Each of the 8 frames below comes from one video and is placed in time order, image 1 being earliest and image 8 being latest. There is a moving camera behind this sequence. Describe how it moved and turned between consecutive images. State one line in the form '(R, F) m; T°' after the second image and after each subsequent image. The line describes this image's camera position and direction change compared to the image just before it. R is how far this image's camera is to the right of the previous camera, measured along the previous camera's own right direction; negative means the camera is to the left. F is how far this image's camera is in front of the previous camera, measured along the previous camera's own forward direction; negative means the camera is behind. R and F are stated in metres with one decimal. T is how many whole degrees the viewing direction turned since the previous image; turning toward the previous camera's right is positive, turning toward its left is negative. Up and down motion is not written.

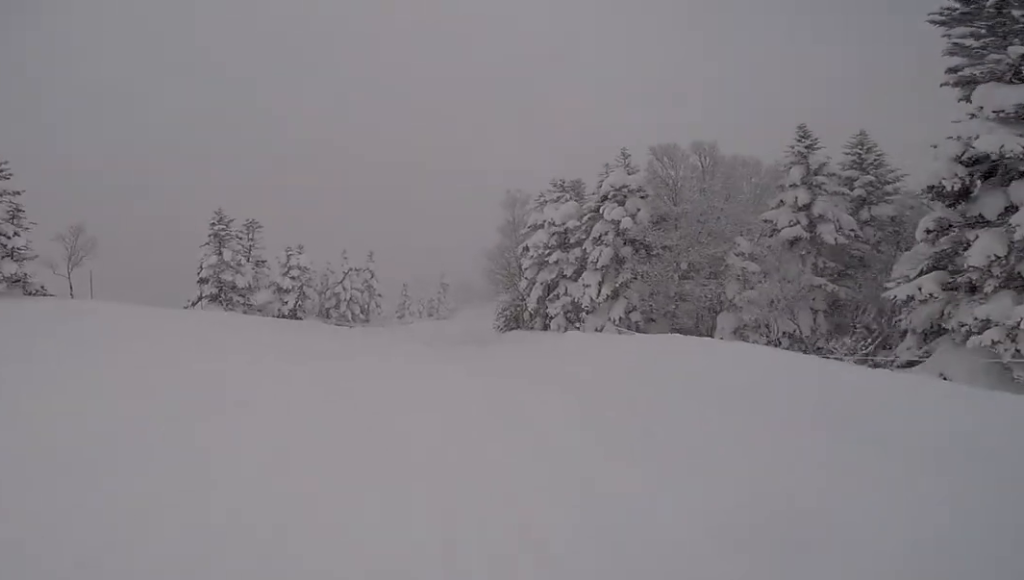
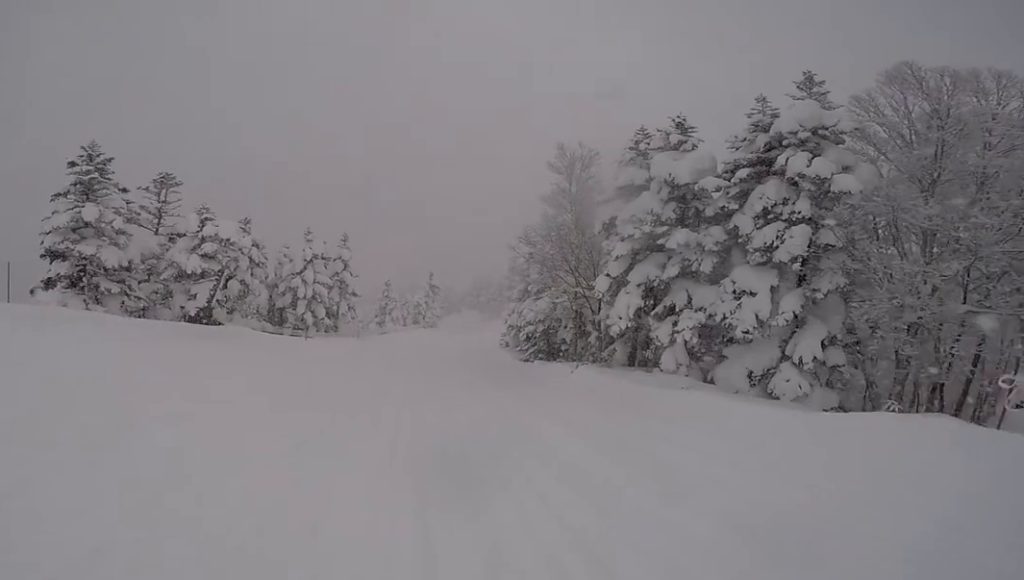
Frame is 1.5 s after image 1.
(+0.5, +12.2) m; +4°
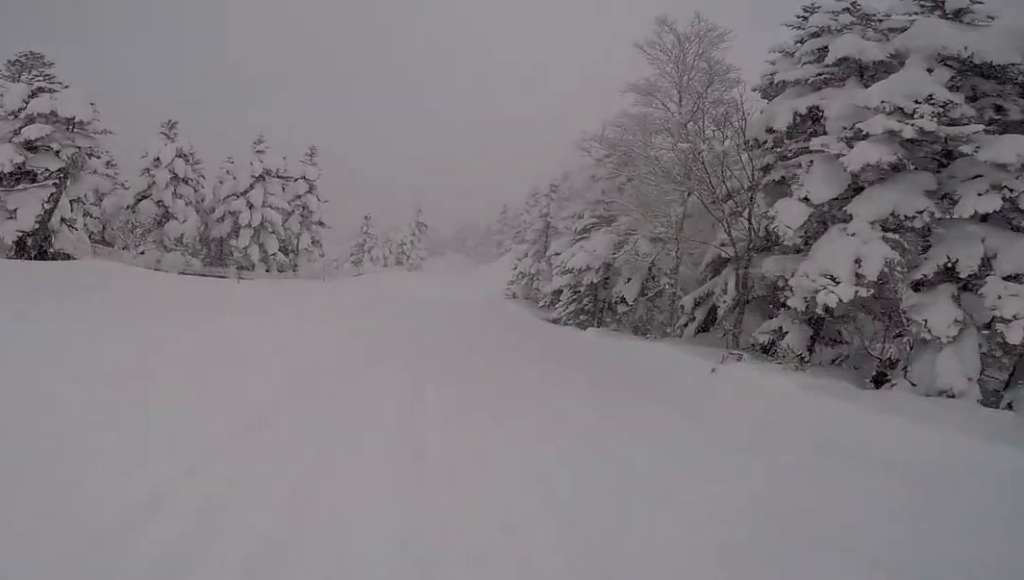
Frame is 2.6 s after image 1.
(0.0, +8.2) m; -2°
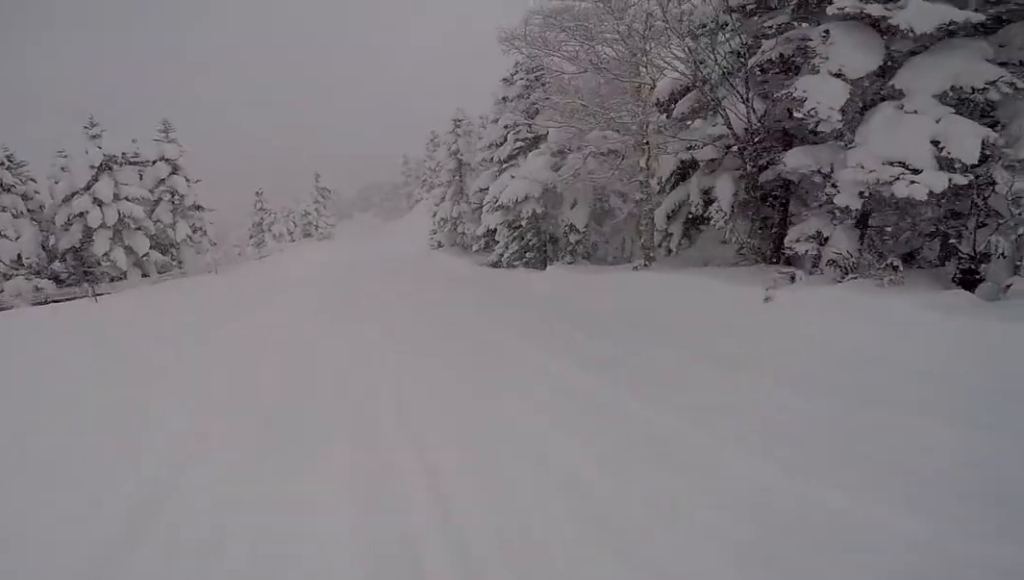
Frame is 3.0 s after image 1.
(-0.1, +3.3) m; +3°
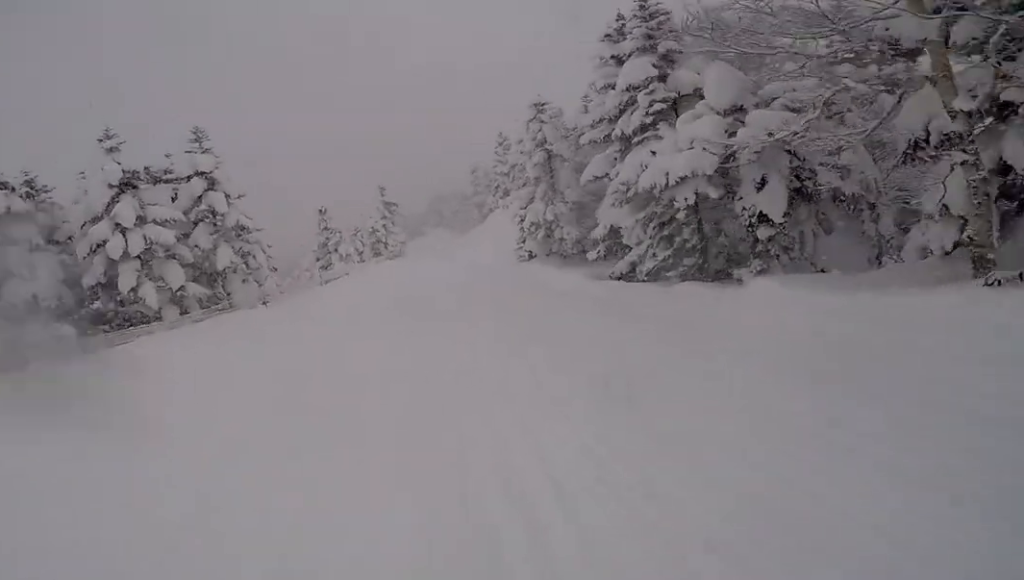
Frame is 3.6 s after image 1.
(-0.5, +4.6) m; +5°
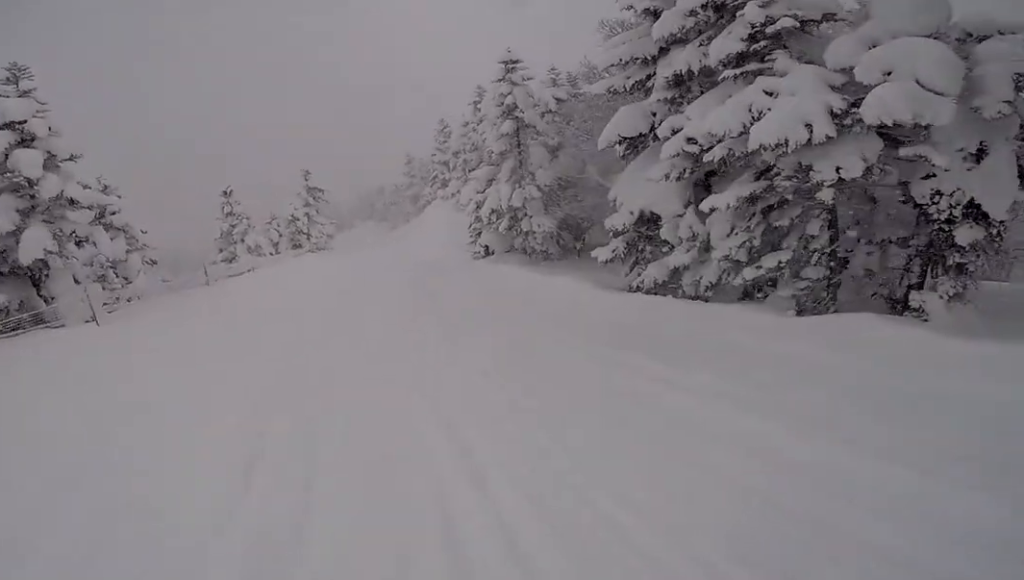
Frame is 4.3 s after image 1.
(+0.9, +5.4) m; +4°
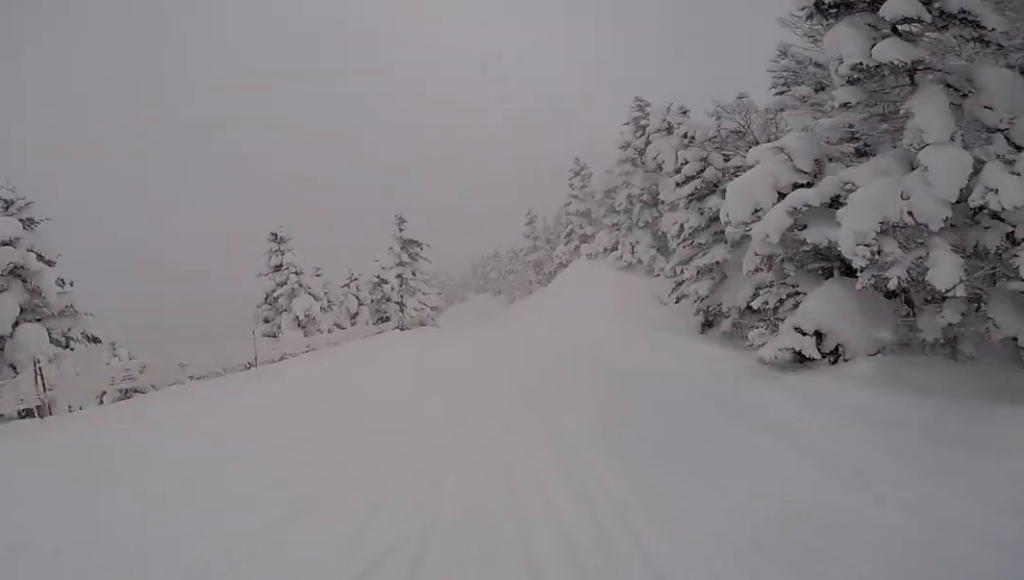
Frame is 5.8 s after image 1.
(-0.4, +10.9) m; -5°
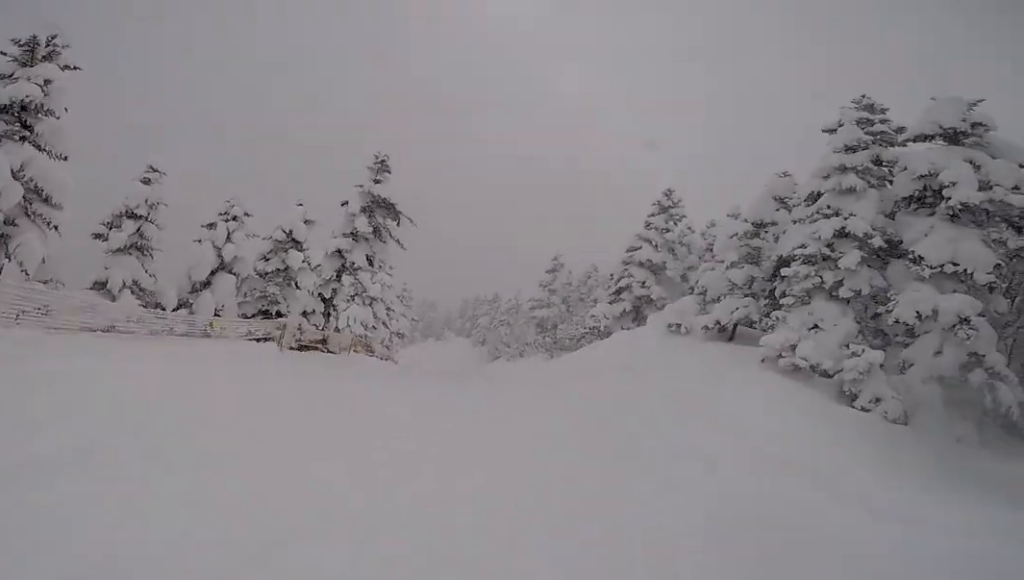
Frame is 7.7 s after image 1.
(+1.5, +13.2) m; +7°
